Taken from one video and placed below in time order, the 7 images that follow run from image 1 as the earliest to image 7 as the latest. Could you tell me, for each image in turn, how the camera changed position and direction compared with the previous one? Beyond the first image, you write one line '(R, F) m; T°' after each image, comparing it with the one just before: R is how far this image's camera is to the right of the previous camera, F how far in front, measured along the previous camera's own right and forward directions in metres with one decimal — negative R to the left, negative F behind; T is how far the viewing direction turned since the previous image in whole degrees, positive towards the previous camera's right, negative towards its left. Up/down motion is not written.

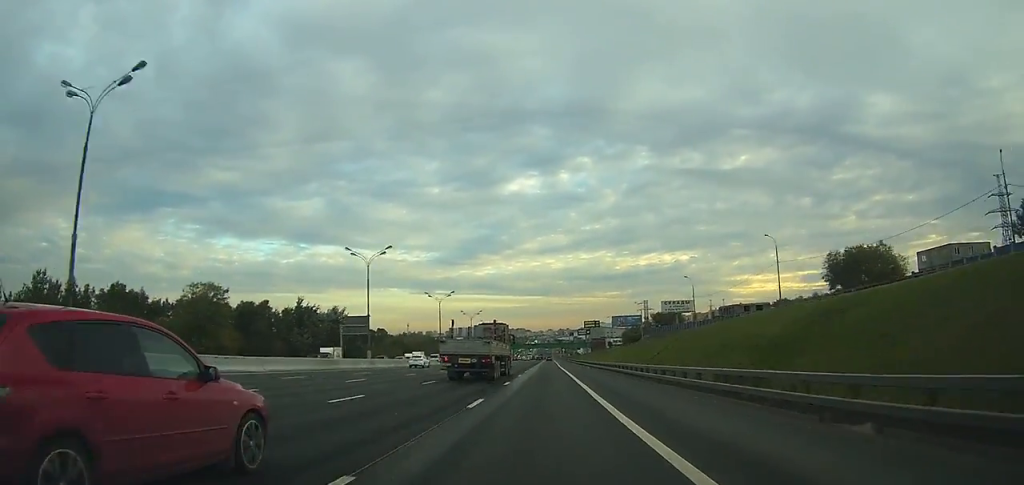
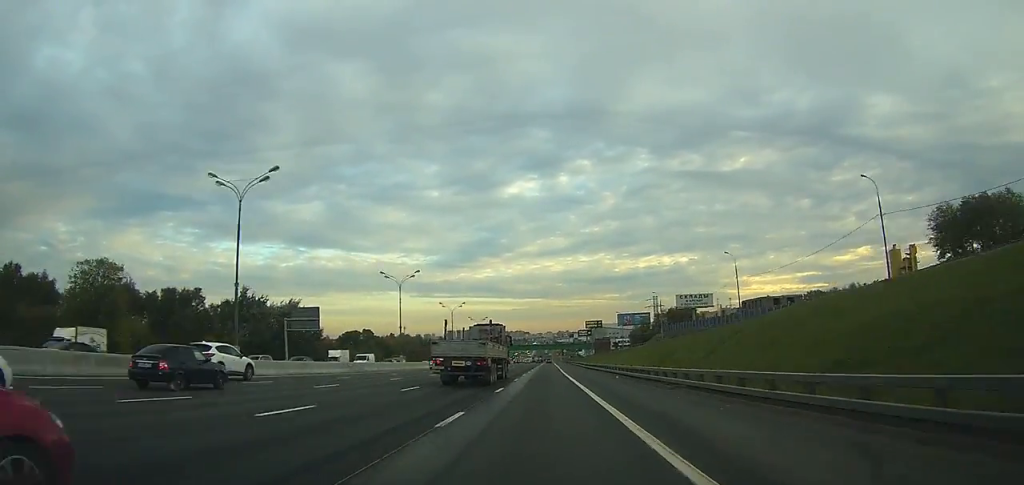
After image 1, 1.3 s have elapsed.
(0.0, +28.5) m; 0°
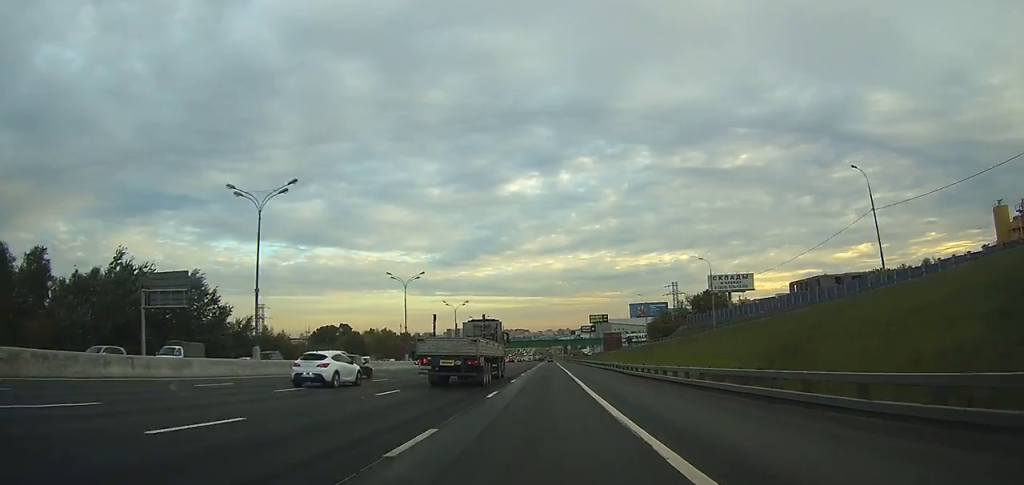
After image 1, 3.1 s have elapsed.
(0.0, +41.5) m; 0°
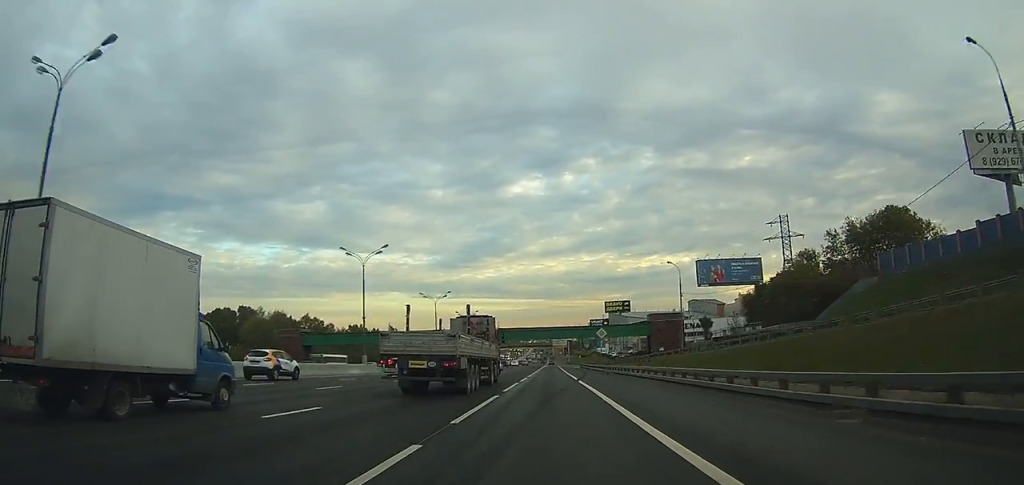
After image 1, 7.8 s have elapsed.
(+0.2, +109.3) m; 0°
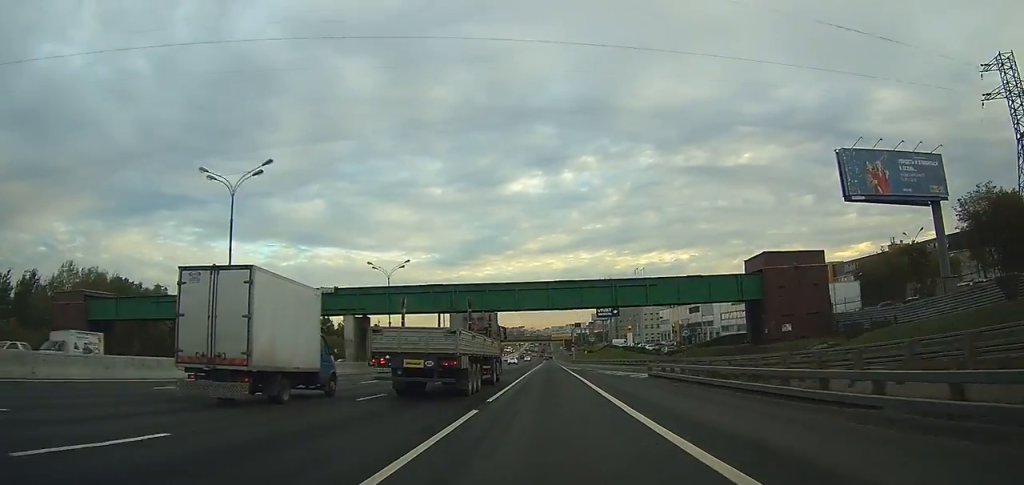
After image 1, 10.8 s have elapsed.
(0.0, +66.3) m; 0°
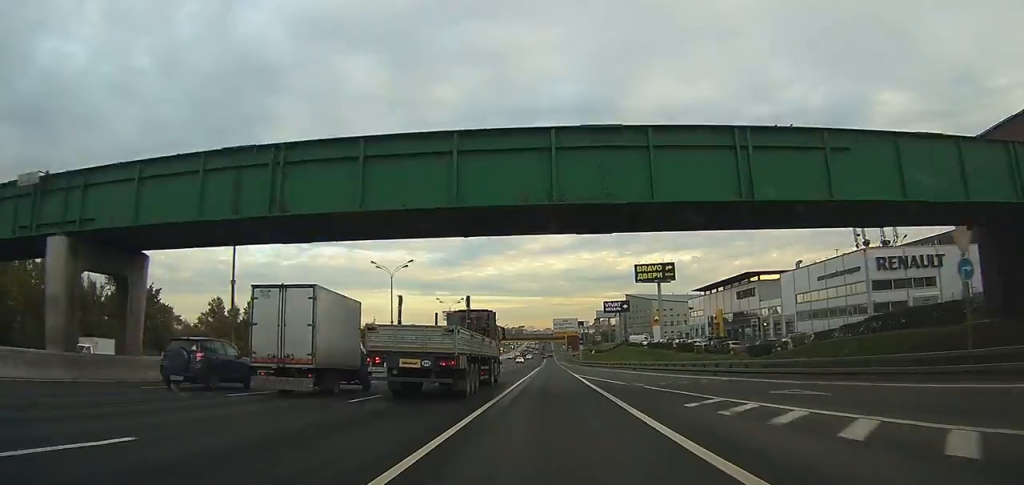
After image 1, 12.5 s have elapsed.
(+0.1, +37.3) m; 0°
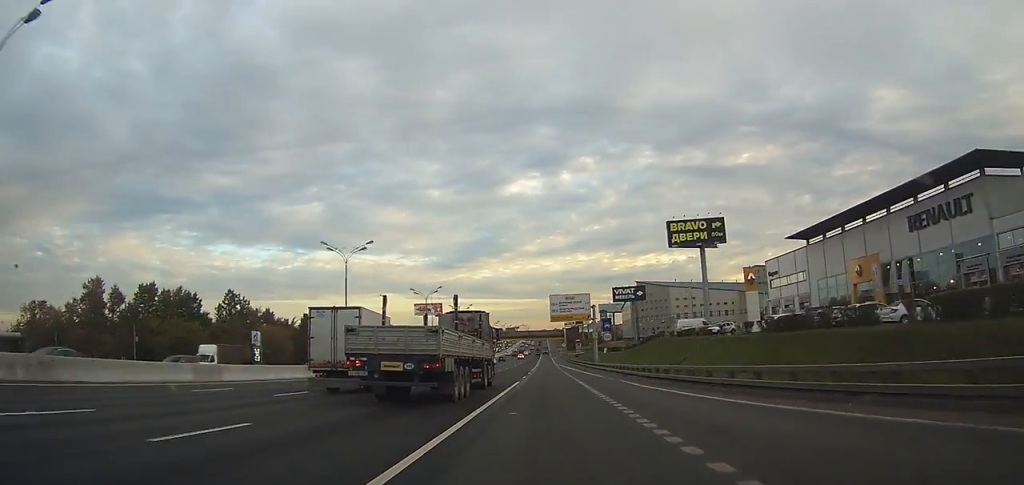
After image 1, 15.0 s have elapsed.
(-0.1, +53.2) m; 0°
